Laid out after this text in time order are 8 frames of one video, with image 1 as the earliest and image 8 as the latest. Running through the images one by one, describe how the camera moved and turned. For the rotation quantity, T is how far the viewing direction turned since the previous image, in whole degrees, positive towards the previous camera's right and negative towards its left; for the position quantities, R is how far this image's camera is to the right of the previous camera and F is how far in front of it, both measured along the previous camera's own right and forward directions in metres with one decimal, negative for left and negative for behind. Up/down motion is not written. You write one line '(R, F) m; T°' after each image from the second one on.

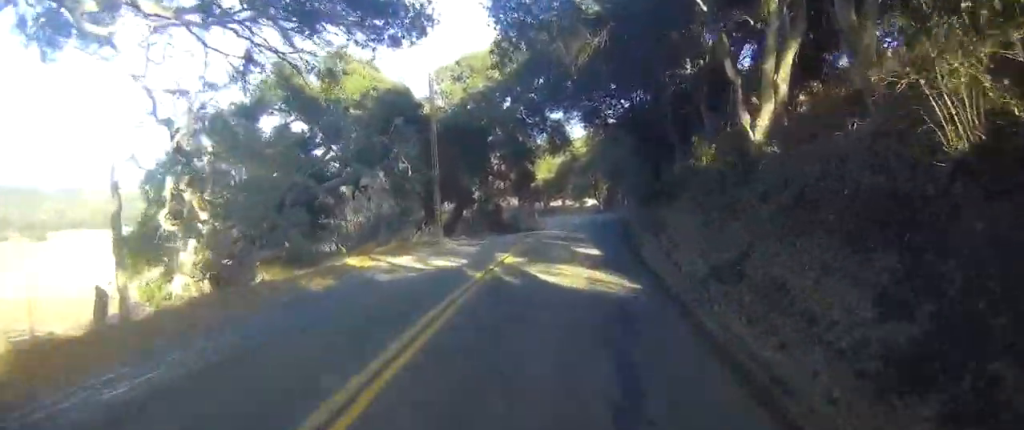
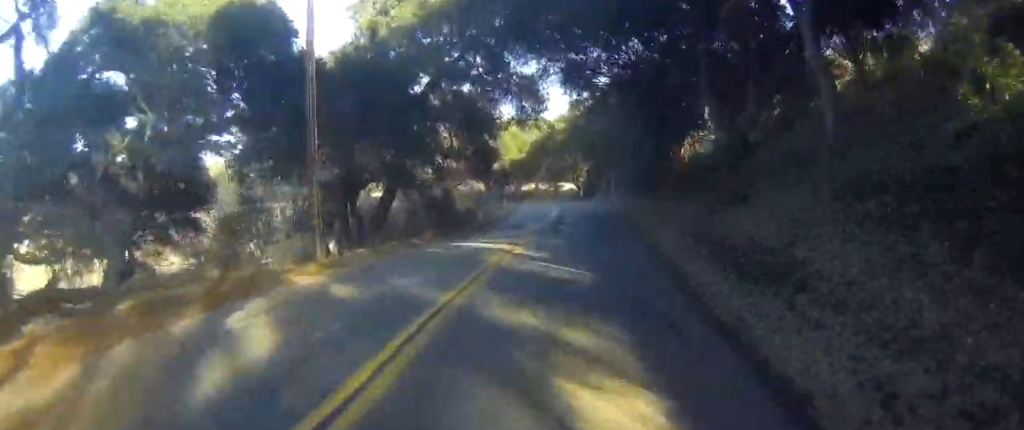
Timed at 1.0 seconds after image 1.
(+0.3, +13.3) m; +4°
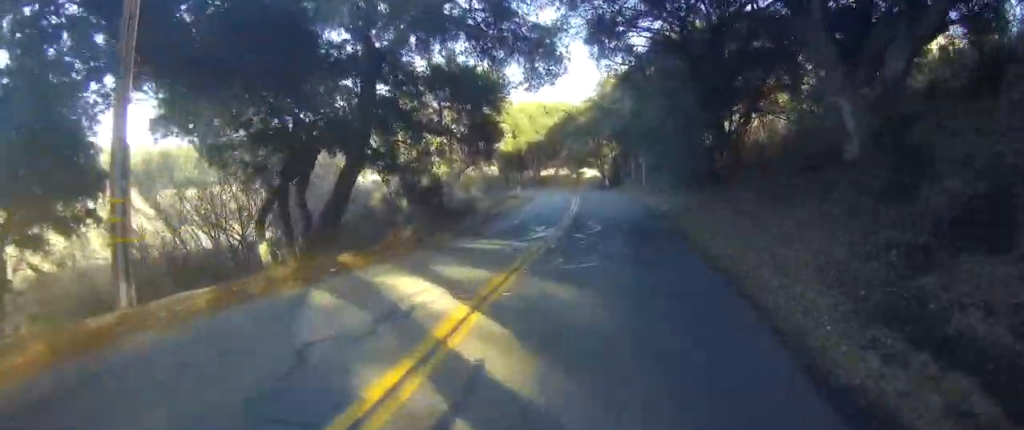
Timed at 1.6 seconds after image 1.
(-0.2, +8.6) m; +3°
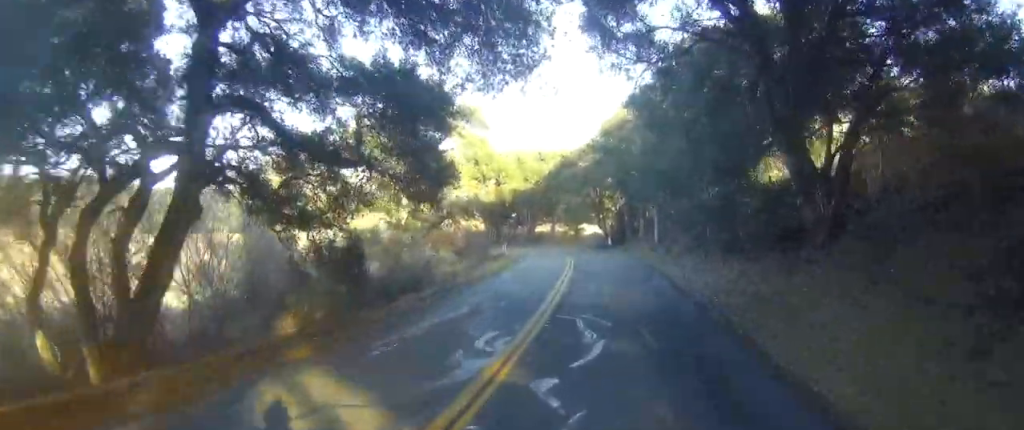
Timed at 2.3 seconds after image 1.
(+0.8, +10.5) m; +6°
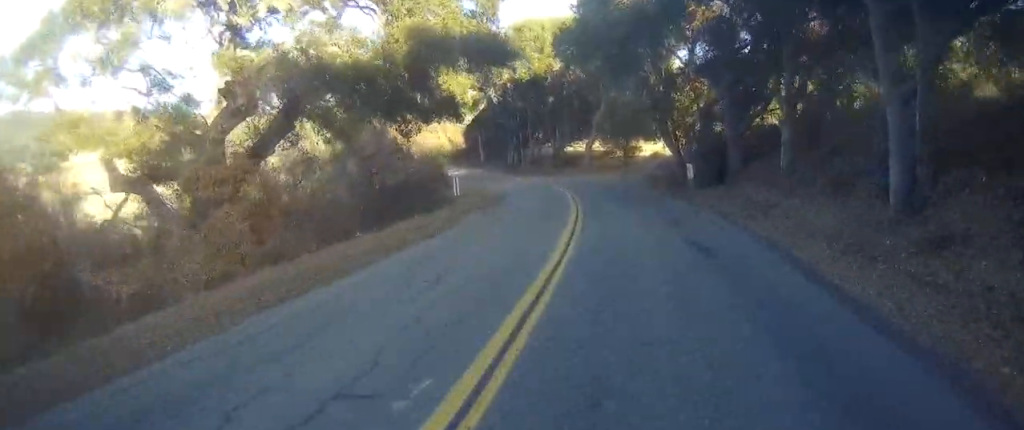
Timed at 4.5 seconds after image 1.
(+3.2, +31.6) m; +15°
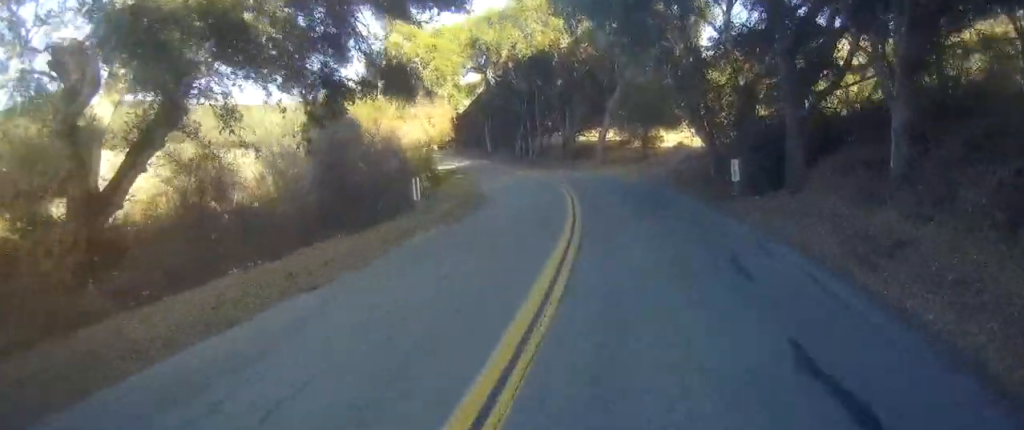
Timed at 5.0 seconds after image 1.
(+0.7, +6.4) m; -2°
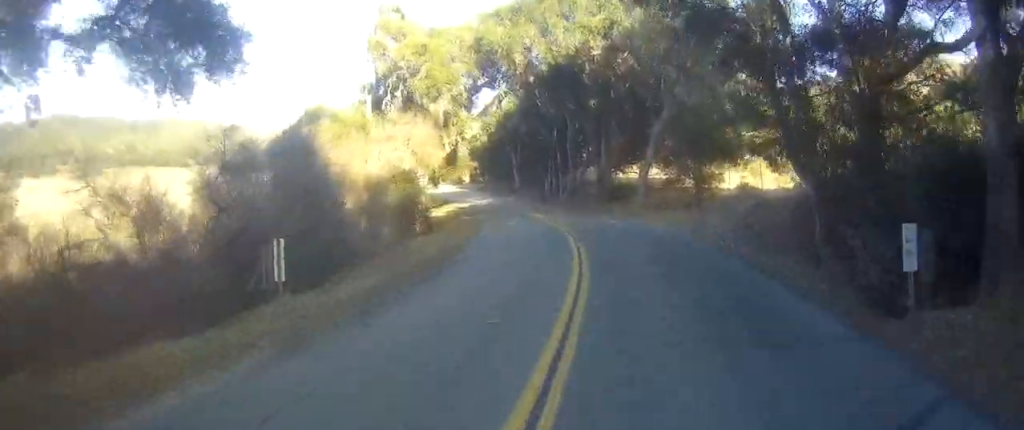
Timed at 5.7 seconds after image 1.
(+0.4, +8.8) m; -5°
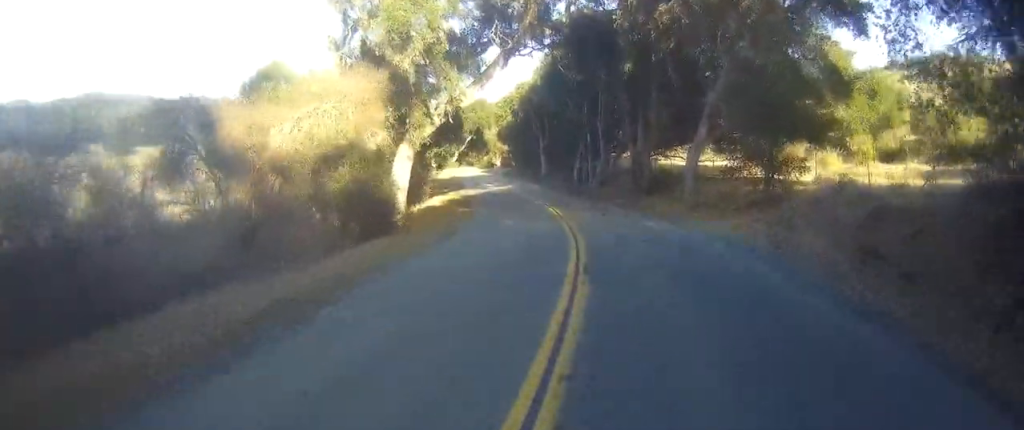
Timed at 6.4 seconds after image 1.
(-1.2, +8.1) m; -8°
